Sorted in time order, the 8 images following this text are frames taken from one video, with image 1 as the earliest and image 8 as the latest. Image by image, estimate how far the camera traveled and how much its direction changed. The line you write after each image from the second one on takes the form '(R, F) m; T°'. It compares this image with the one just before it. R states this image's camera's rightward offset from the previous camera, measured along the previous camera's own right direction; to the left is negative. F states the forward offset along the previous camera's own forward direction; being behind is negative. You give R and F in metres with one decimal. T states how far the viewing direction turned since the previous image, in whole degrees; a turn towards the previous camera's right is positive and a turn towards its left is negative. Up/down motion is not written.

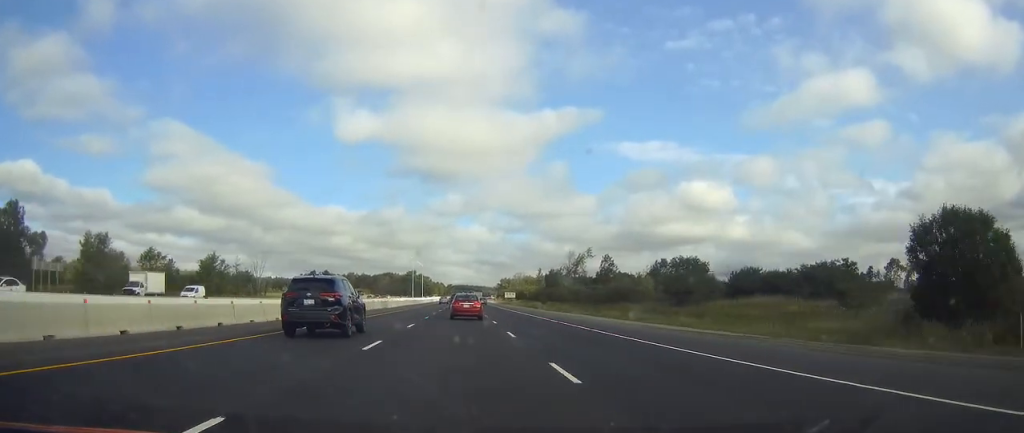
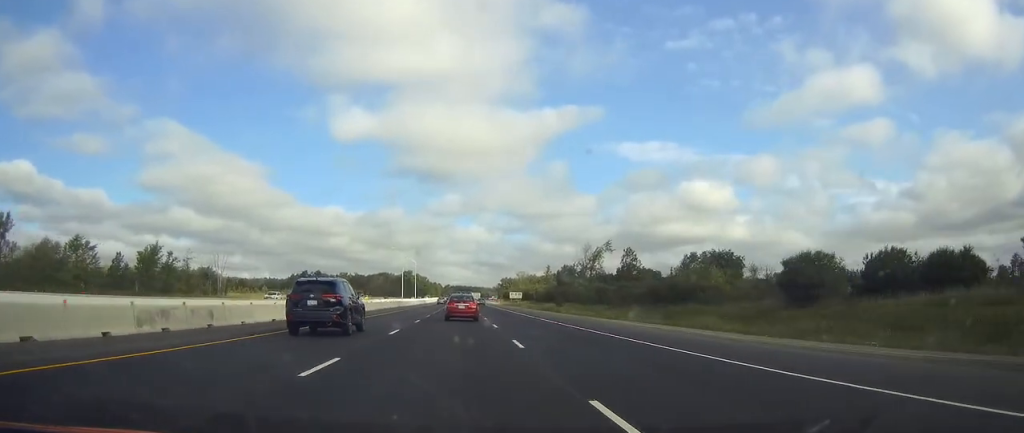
(0.0, +28.8) m; 0°
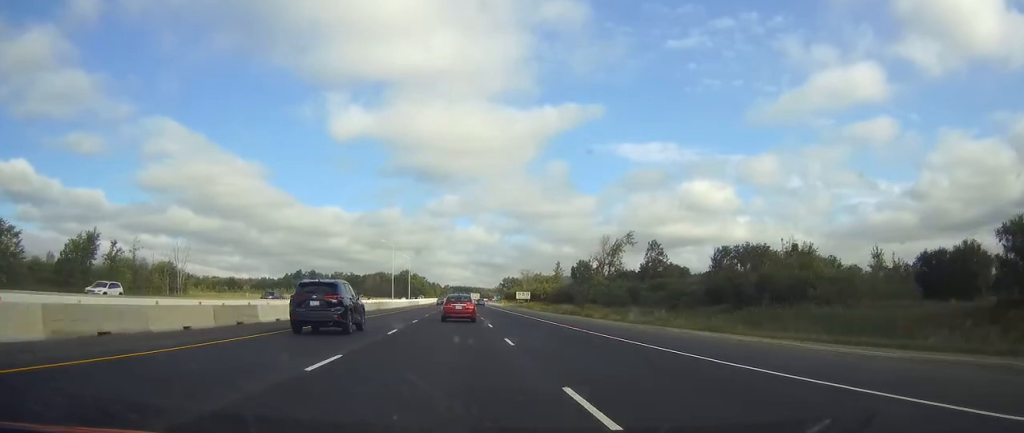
(0.0, +22.4) m; 0°
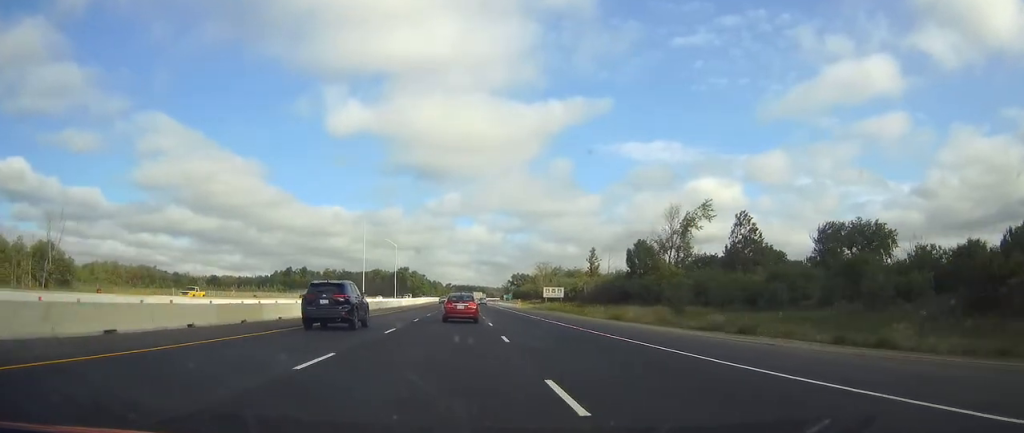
(0.0, +44.8) m; -2°
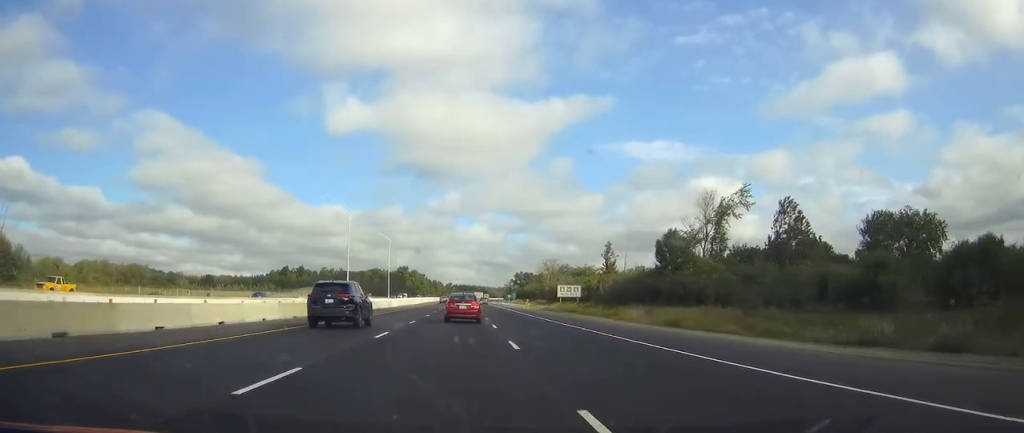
(0.0, +13.7) m; -1°
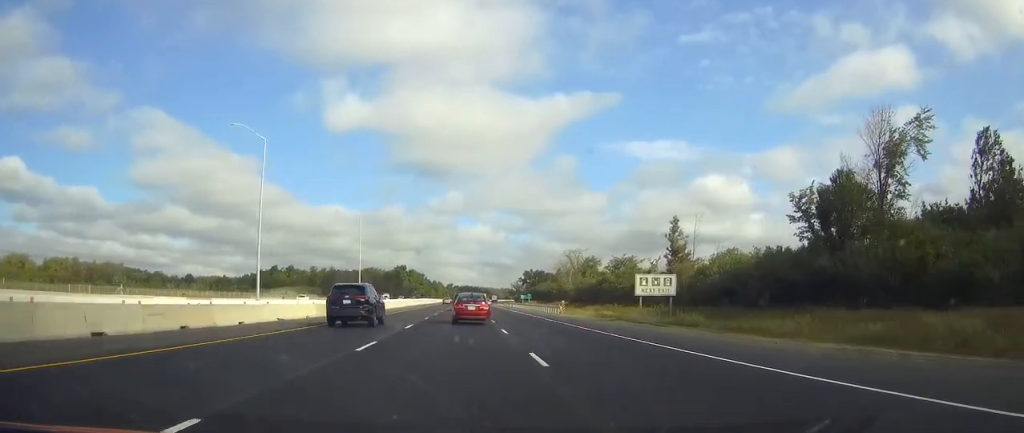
(+0.6, +39.5) m; +3°
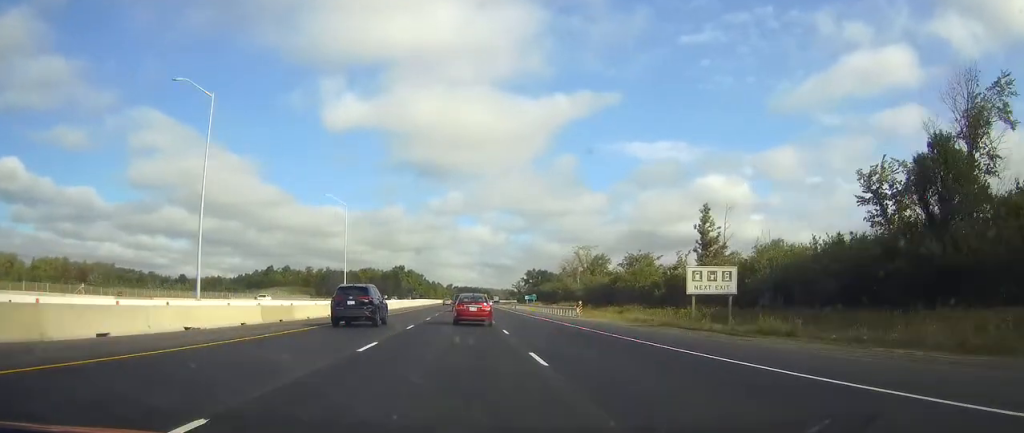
(+0.7, +12.6) m; +1°
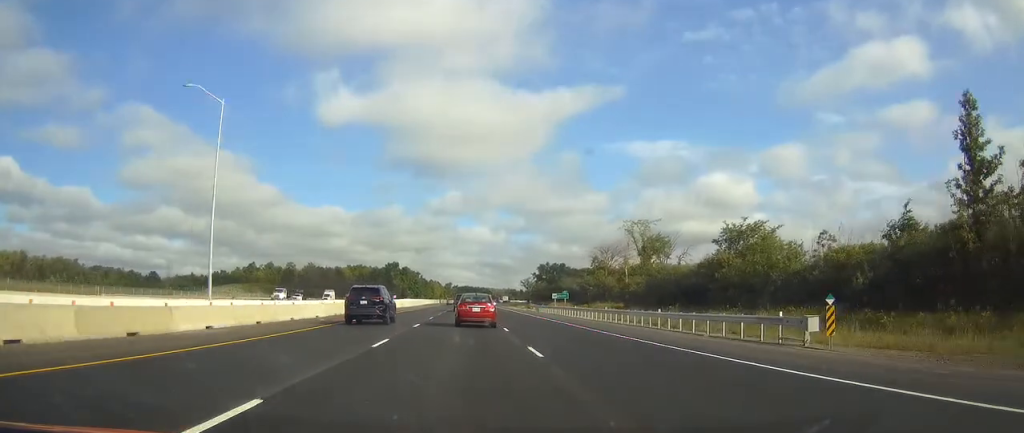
(-1.4, +49.6) m; -2°
